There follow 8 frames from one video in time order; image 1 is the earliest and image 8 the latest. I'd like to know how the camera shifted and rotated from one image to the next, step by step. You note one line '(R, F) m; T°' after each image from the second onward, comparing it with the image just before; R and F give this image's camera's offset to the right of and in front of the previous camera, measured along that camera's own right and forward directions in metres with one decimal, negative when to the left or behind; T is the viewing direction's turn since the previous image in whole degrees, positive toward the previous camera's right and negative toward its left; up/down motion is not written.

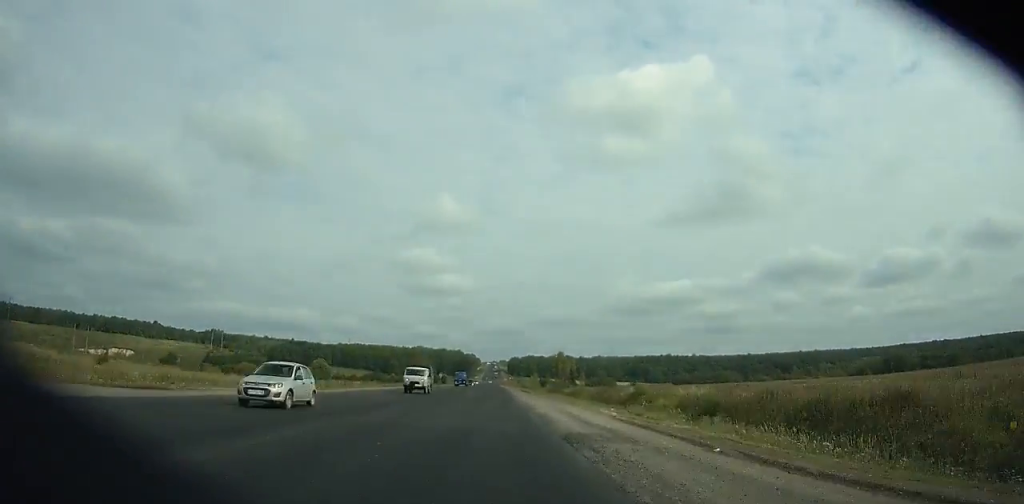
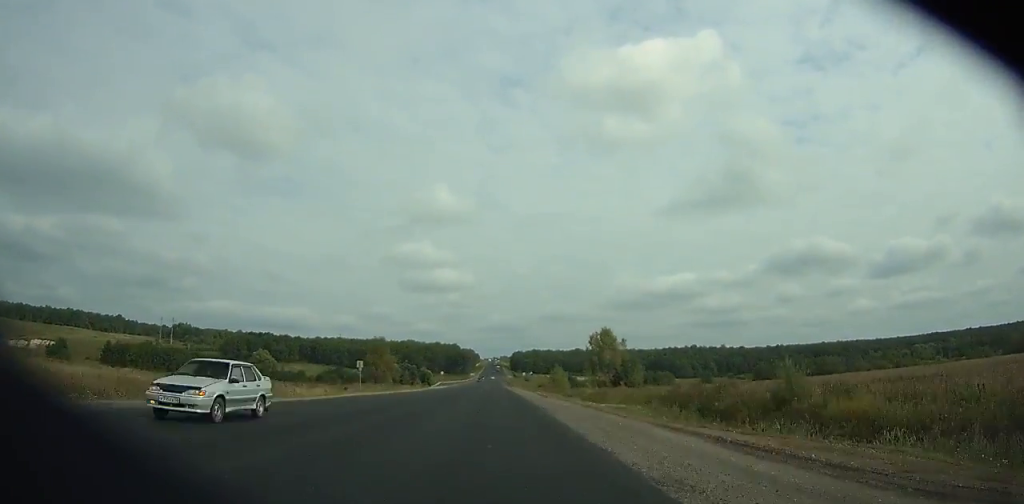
(+0.1, +97.3) m; 0°
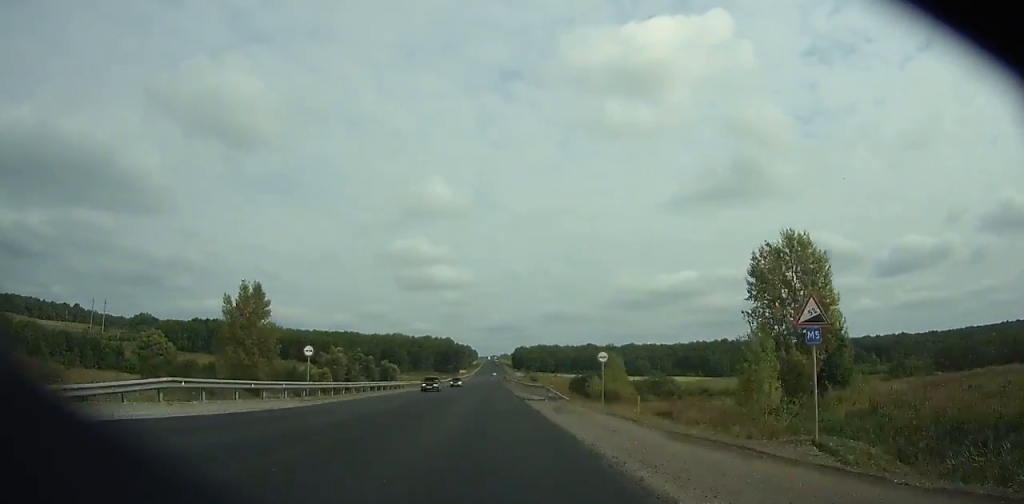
(-0.4, +96.1) m; 0°
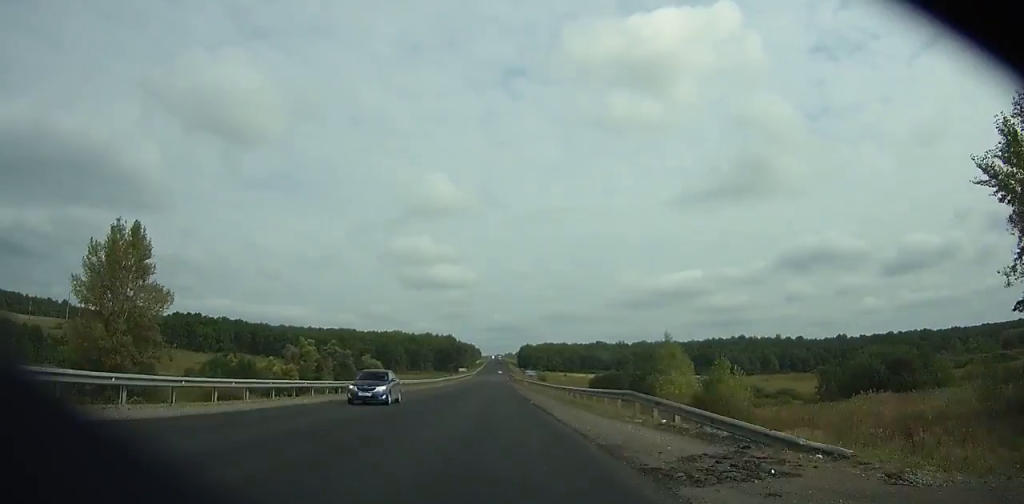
(0.0, +32.1) m; 0°
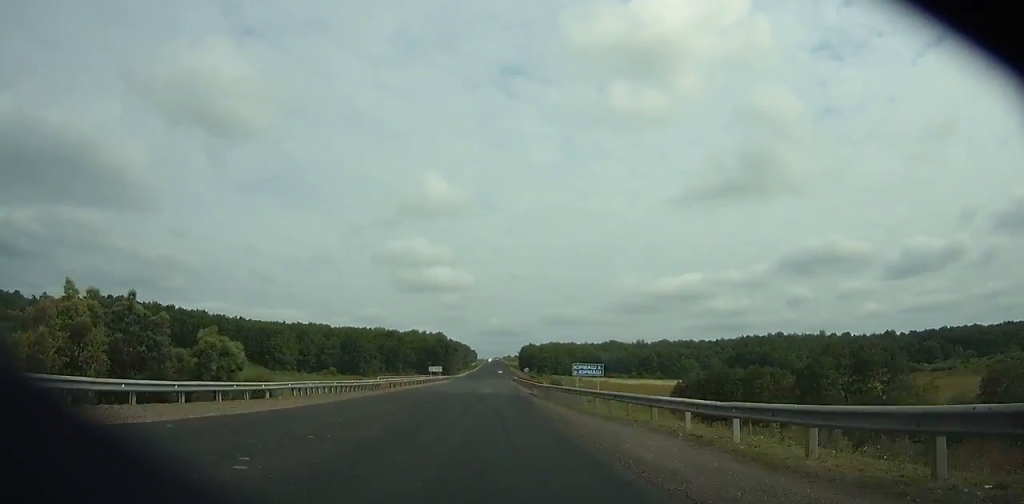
(+0.1, +83.2) m; 0°
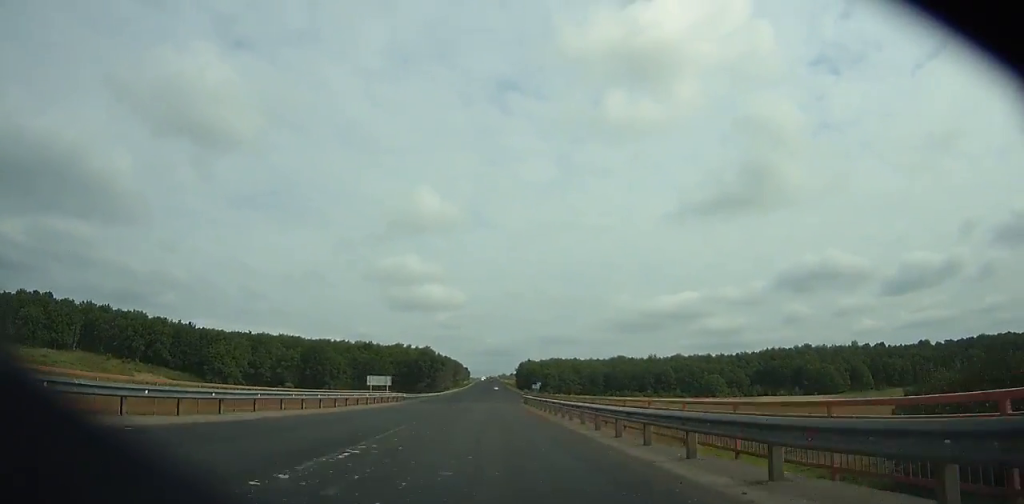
(0.0, +53.9) m; 0°
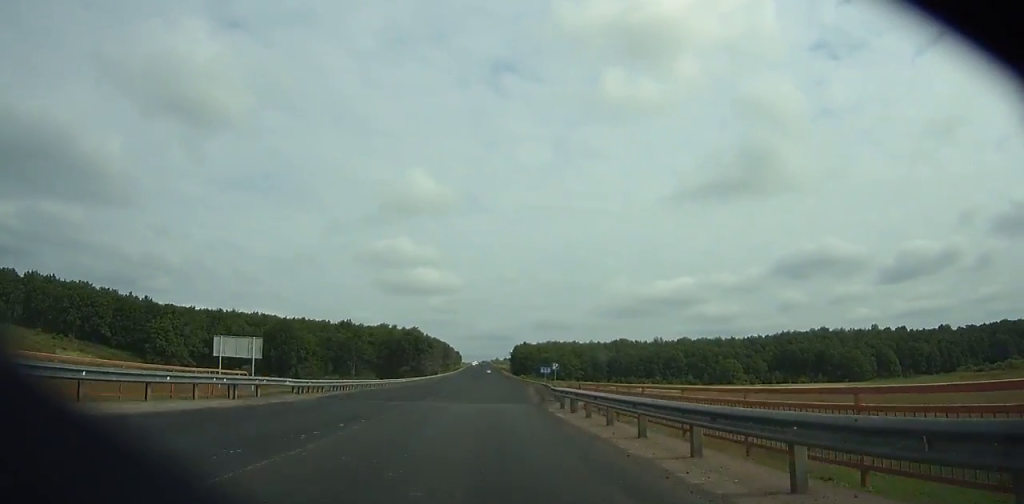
(-0.2, +33.5) m; 0°
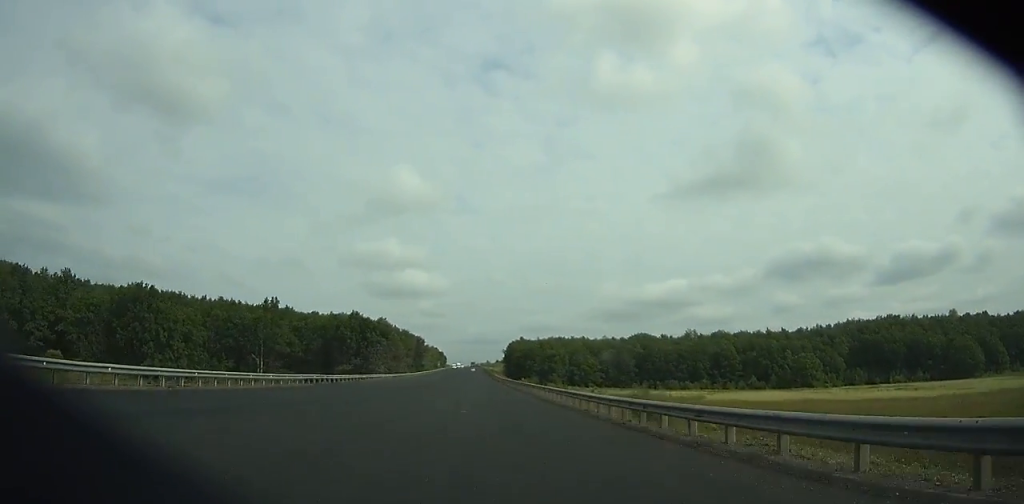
(+1.0, +88.3) m; +1°
